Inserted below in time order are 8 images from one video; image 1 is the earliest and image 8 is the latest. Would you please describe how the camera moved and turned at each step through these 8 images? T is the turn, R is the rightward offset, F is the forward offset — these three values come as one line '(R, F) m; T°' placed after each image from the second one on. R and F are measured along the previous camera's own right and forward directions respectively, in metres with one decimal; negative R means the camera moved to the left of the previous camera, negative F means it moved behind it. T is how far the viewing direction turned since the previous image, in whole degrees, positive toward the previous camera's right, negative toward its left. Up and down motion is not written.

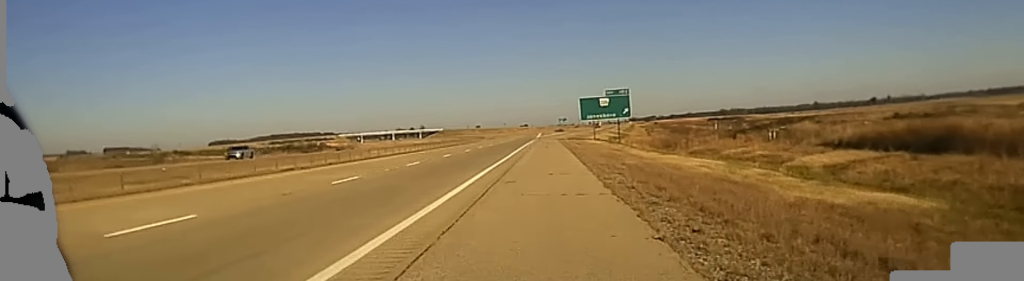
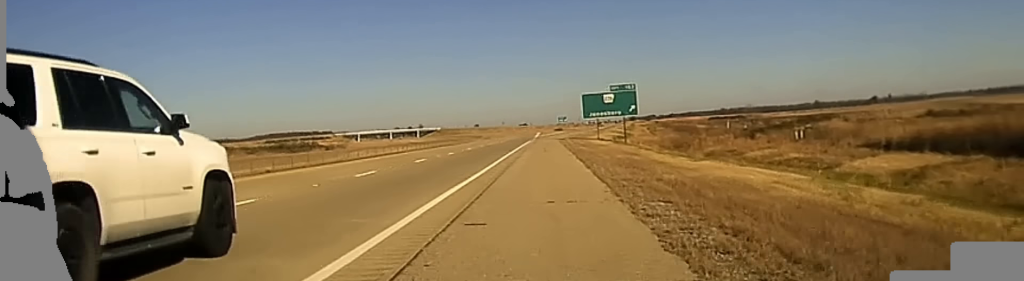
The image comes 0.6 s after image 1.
(0.0, +9.5) m; 0°
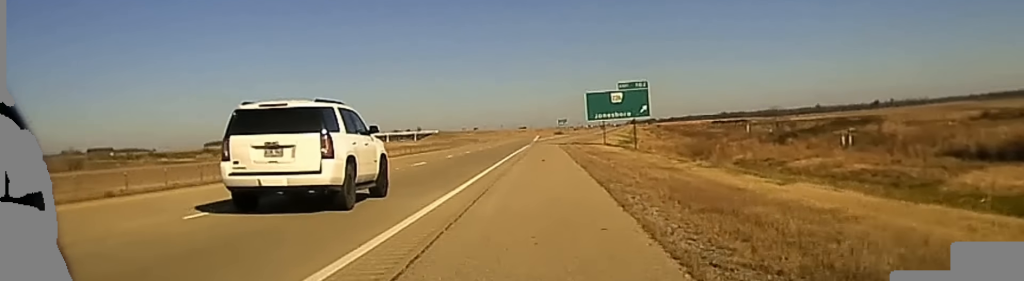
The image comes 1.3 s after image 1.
(0.0, +11.2) m; -1°
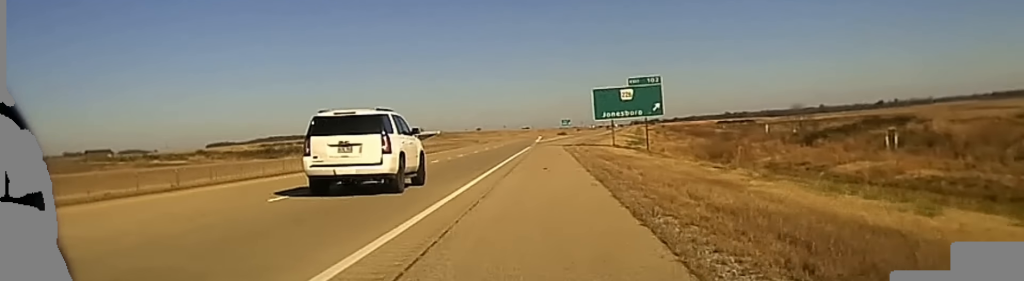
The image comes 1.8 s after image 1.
(+0.1, +7.1) m; -1°
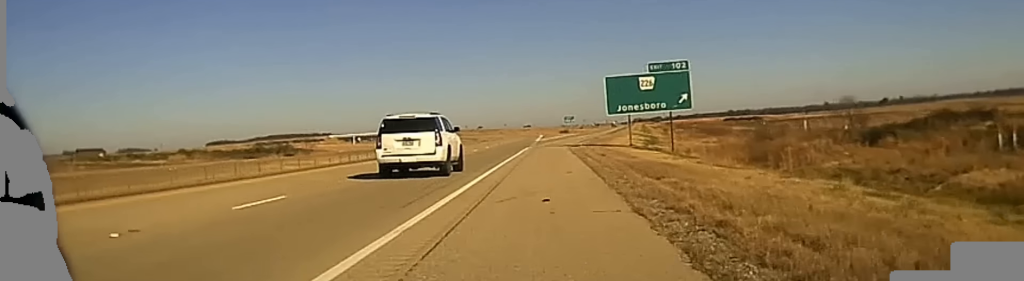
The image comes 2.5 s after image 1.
(-0.2, +13.7) m; 0°
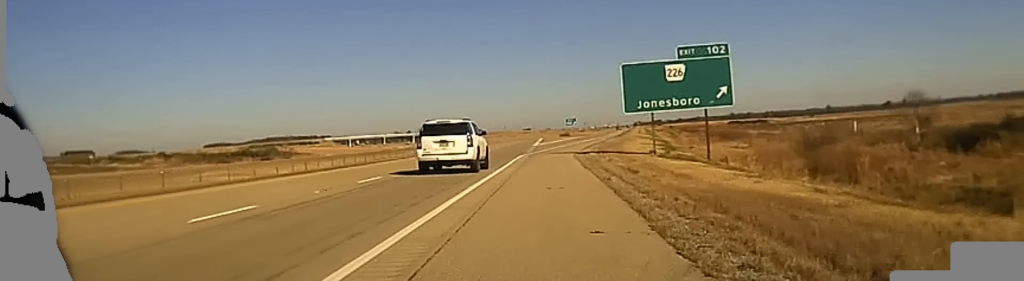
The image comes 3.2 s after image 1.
(0.0, +14.2) m; +1°
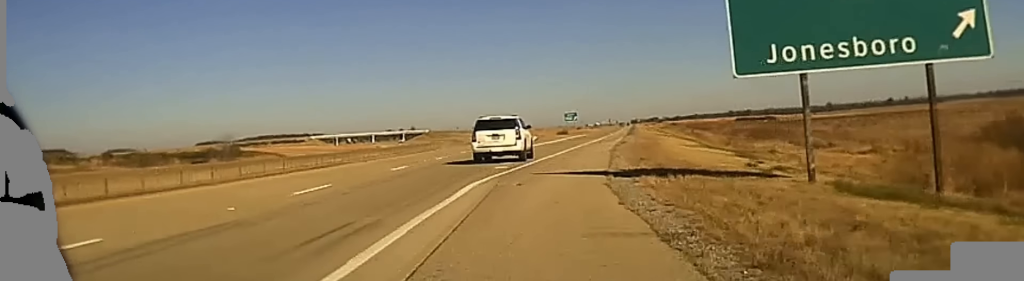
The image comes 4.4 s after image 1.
(+0.5, +28.0) m; +1°
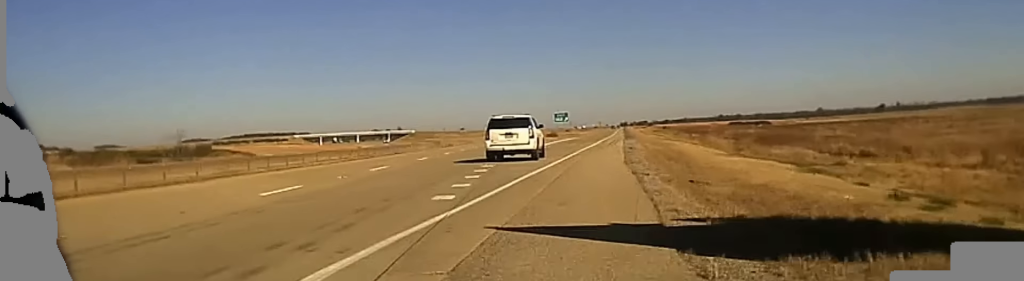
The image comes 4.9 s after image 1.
(+0.1, +12.3) m; 0°
